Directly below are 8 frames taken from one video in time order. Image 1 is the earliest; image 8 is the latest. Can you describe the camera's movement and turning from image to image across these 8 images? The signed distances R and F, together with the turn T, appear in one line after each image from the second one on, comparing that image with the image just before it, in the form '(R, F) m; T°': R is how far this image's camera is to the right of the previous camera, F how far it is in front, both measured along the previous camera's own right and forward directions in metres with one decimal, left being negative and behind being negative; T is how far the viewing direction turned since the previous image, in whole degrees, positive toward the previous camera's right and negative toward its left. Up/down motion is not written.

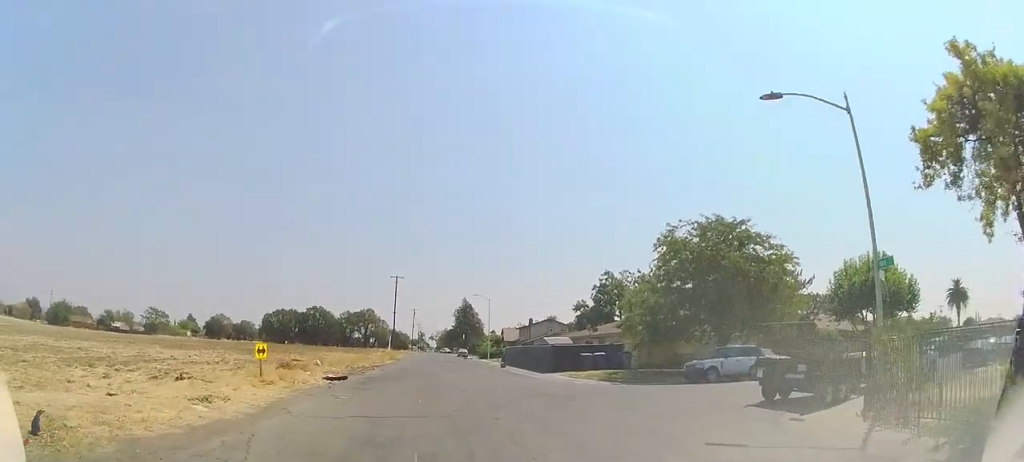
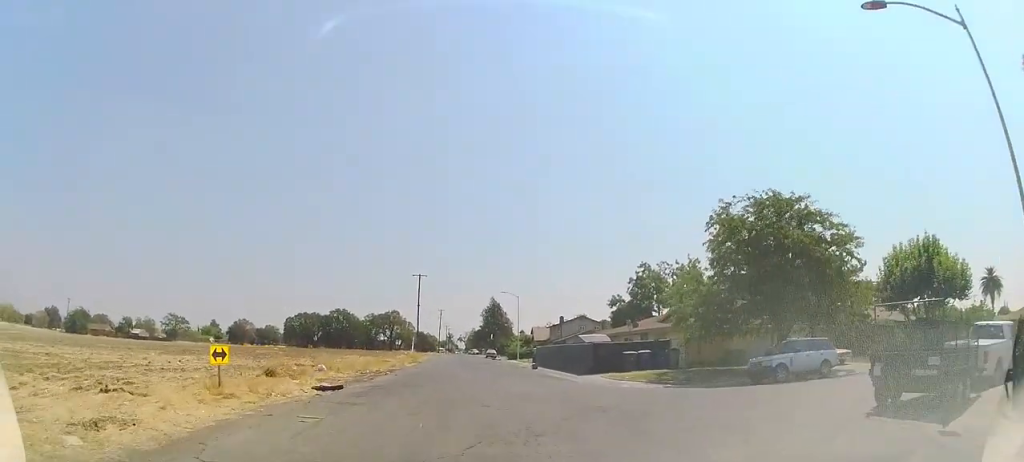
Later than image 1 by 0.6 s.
(-0.7, +4.2) m; -3°
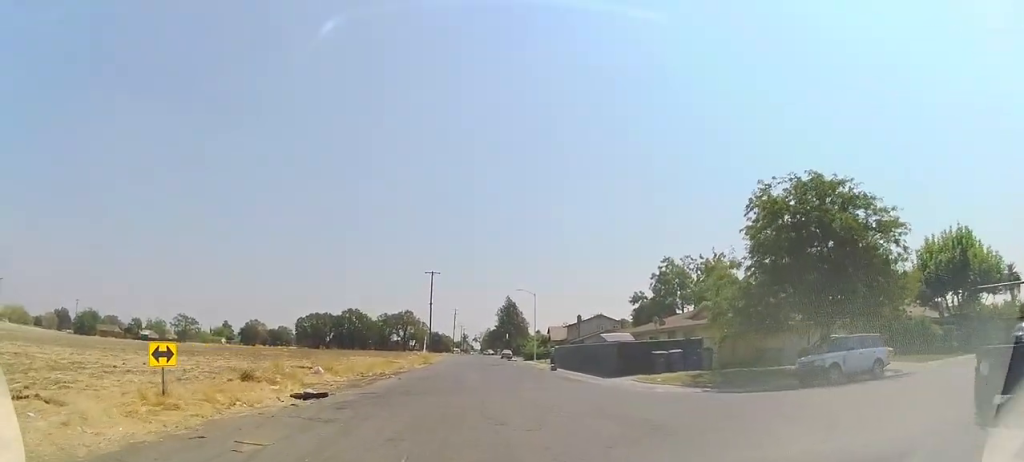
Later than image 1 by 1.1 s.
(-0.3, +2.9) m; -2°
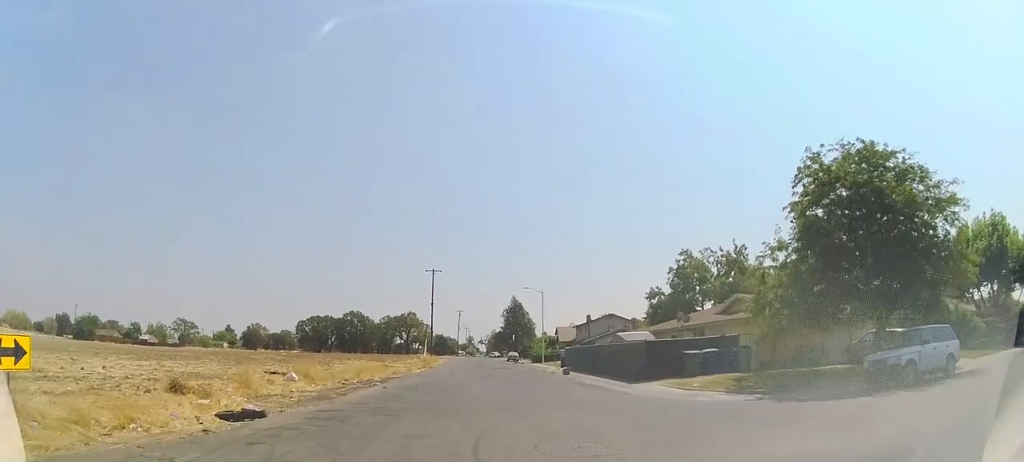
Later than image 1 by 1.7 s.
(+0.3, +4.2) m; 0°
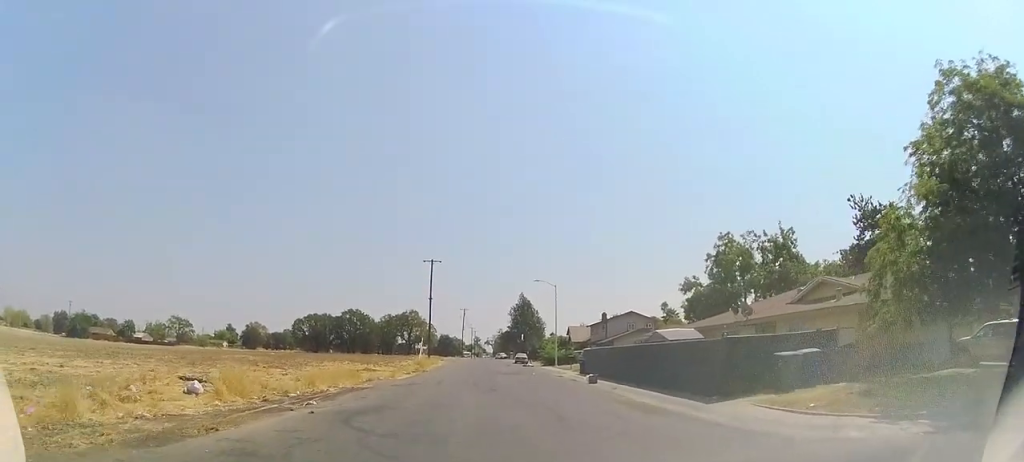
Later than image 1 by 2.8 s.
(-0.2, +8.0) m; -4°
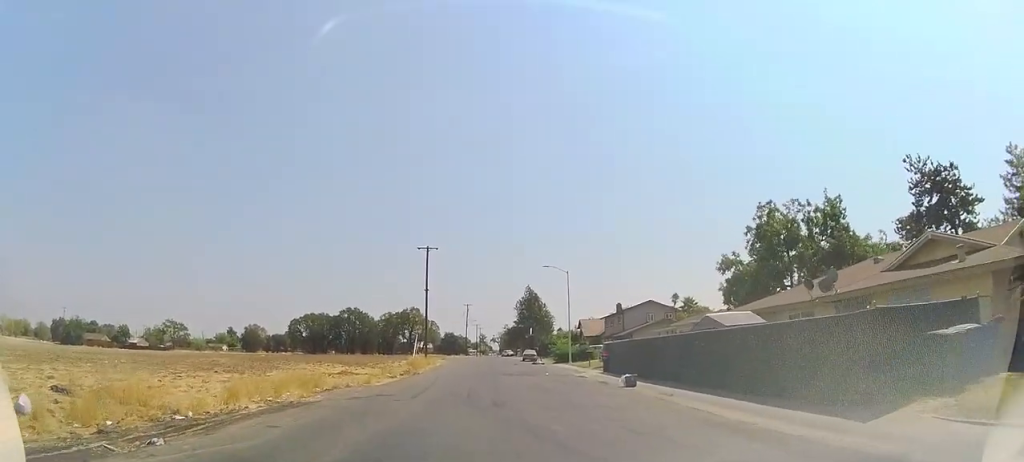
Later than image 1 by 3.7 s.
(-0.1, +6.9) m; -1°
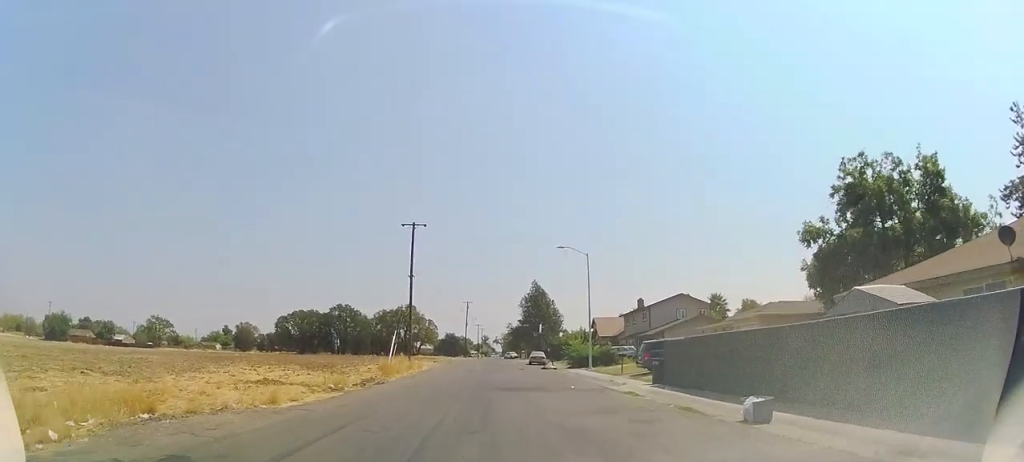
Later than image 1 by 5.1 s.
(0.0, +10.3) m; 0°
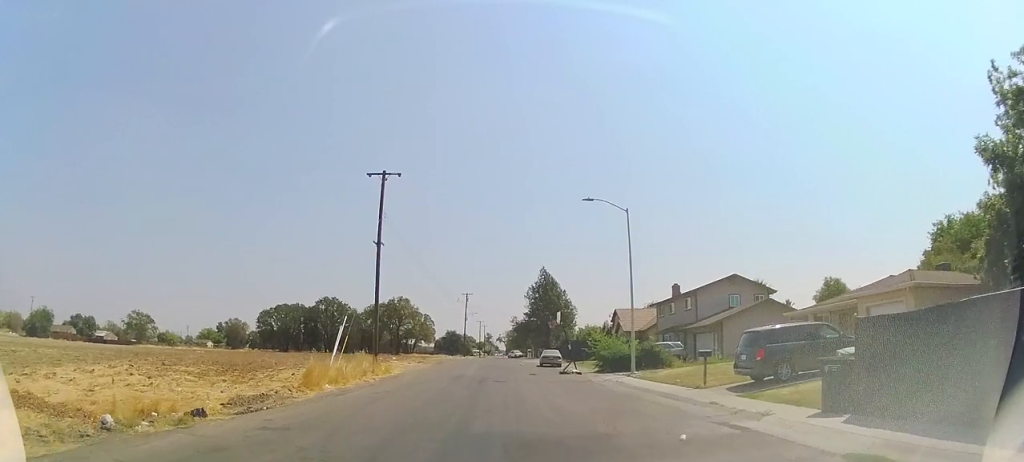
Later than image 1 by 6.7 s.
(0.0, +12.5) m; 0°
